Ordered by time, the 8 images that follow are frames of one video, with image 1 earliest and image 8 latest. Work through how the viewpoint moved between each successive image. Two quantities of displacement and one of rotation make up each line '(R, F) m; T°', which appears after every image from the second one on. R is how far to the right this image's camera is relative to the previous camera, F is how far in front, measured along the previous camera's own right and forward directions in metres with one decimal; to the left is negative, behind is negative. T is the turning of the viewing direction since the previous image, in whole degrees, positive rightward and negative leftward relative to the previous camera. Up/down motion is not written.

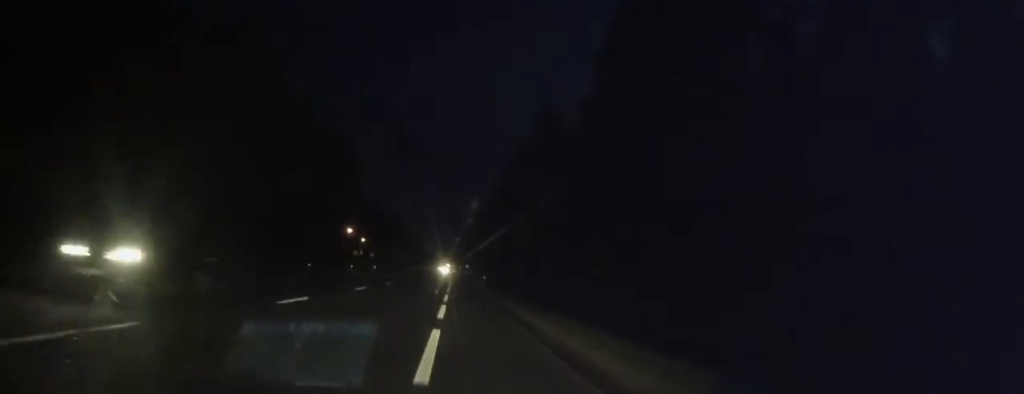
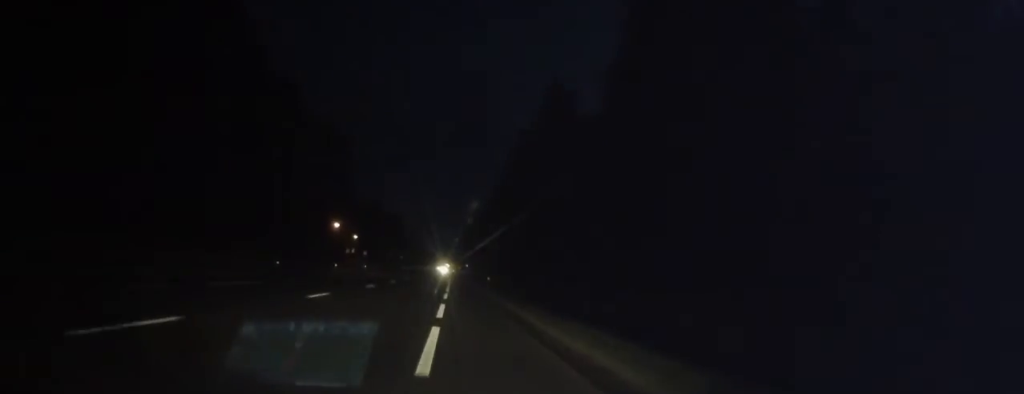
(0.0, +8.6) m; 0°
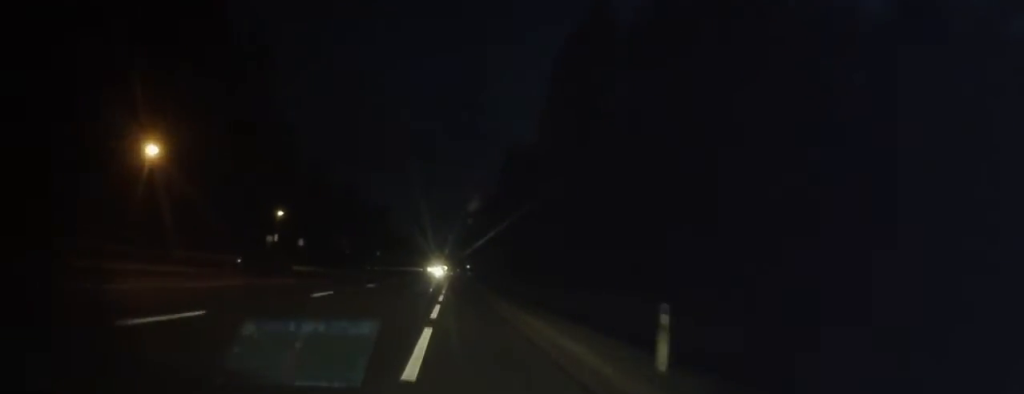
(+0.6, +46.6) m; +1°
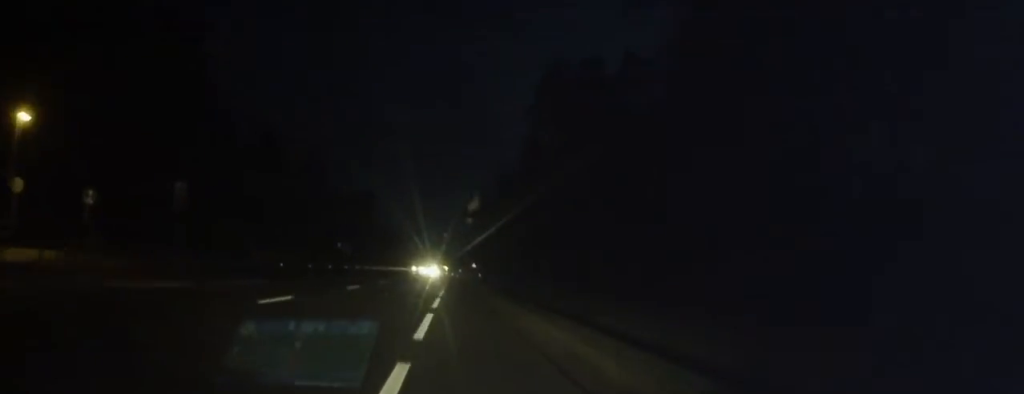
(-0.5, +41.5) m; -1°
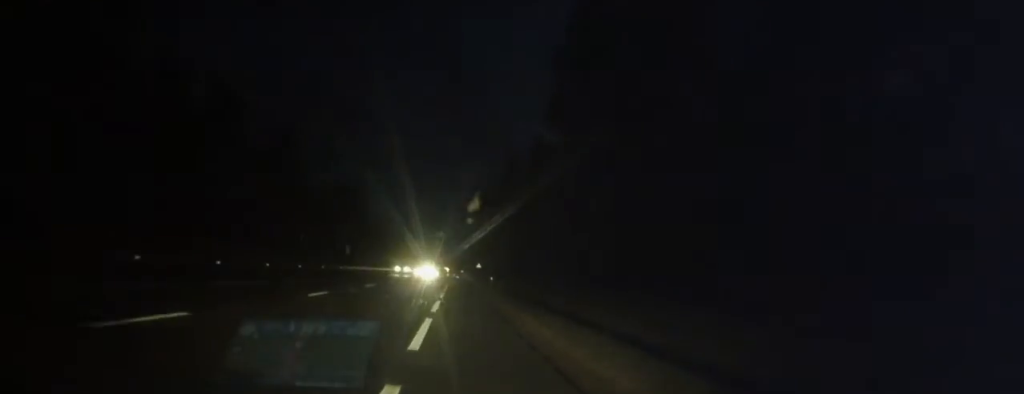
(0.0, +19.4) m; 0°
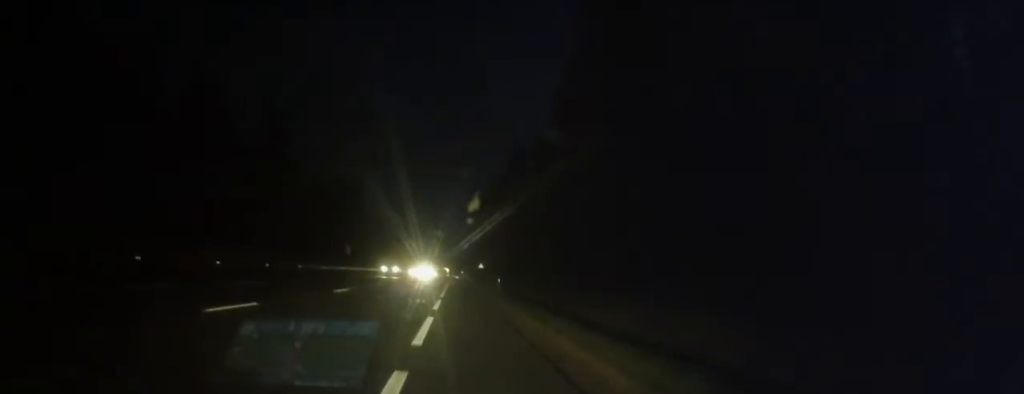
(-0.1, +8.0) m; 0°
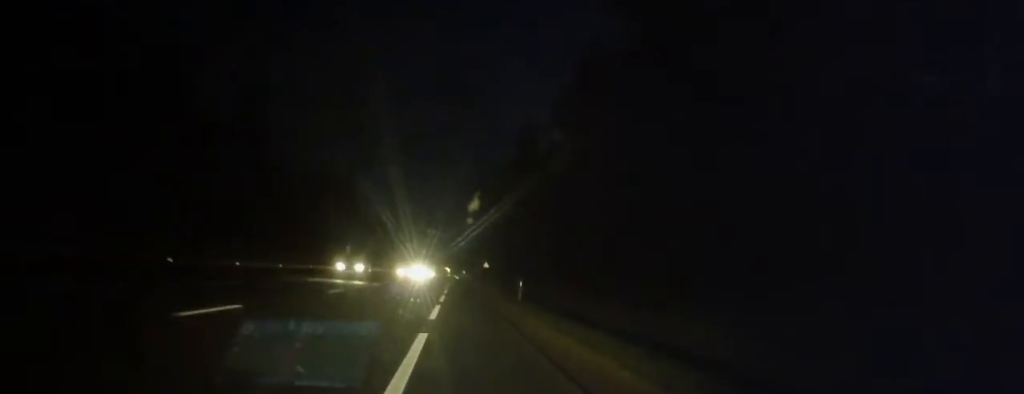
(+0.1, +13.4) m; 0°
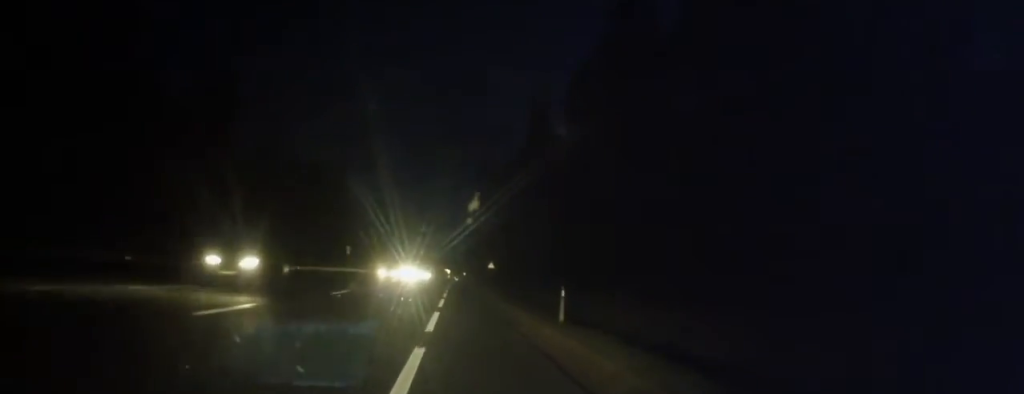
(0.0, +11.4) m; 0°
